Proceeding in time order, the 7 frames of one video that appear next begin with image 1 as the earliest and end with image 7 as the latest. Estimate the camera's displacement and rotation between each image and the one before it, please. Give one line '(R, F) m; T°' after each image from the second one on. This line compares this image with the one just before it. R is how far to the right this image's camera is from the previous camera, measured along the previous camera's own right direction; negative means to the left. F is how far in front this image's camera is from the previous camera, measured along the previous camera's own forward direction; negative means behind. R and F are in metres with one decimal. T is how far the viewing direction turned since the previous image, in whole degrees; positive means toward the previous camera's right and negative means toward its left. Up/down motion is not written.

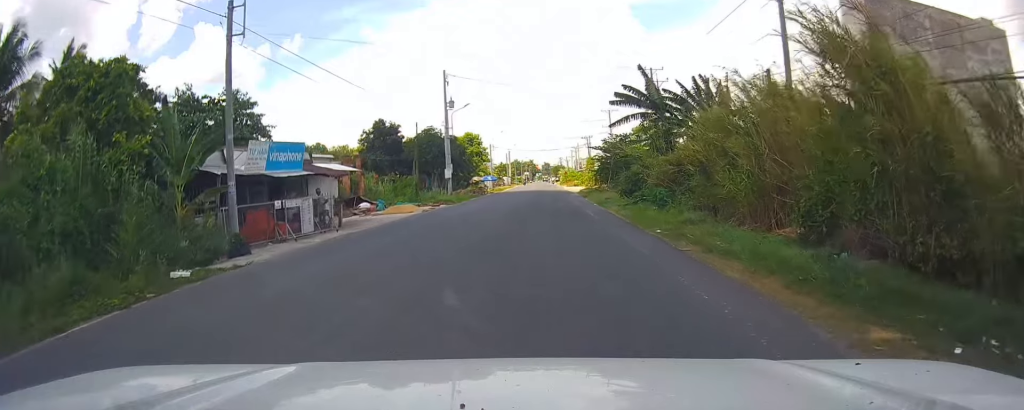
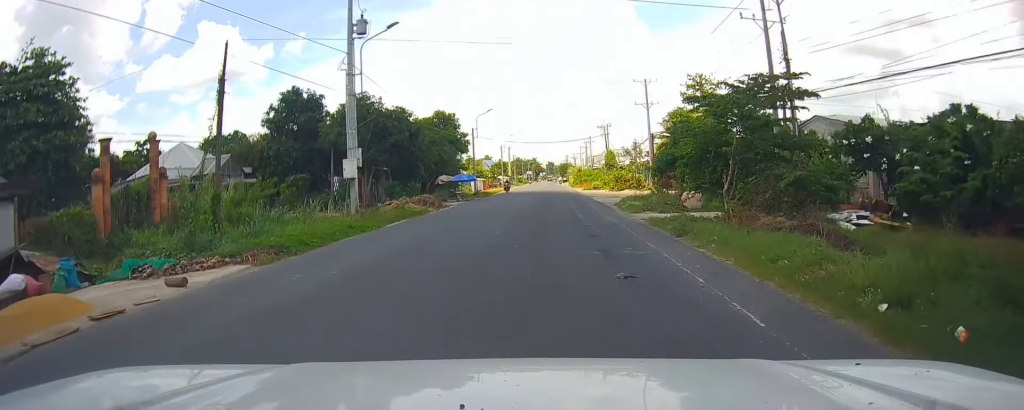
(-0.2, +30.5) m; 0°
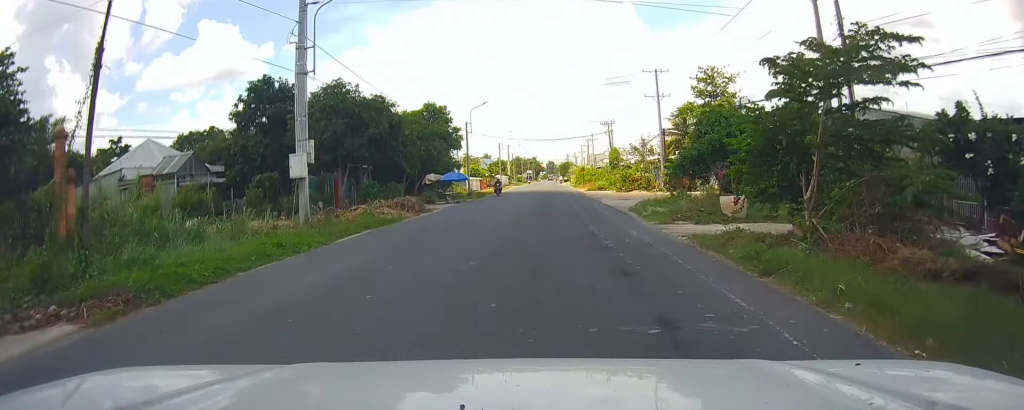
(-0.2, +5.8) m; -1°
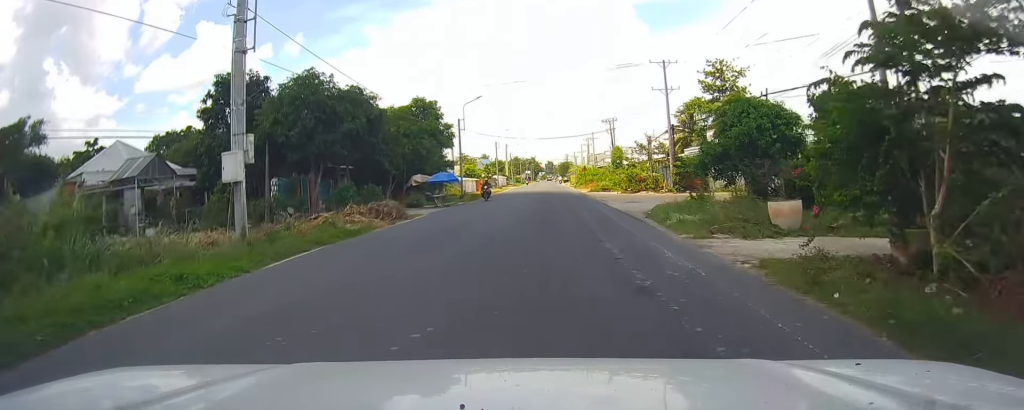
(-0.1, +5.0) m; -1°
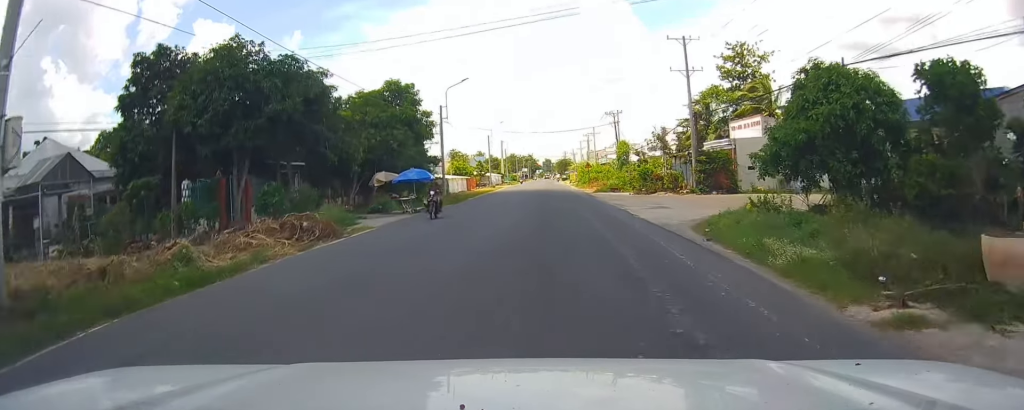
(+0.1, +8.8) m; +1°
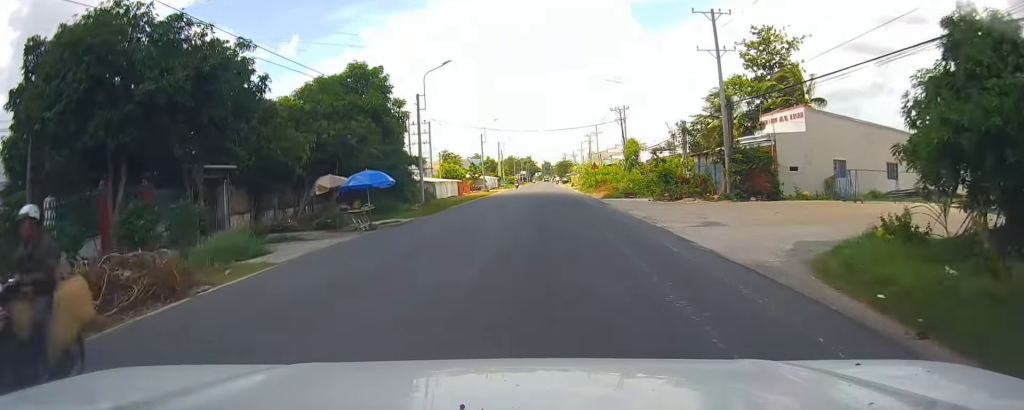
(+0.1, +8.6) m; +1°
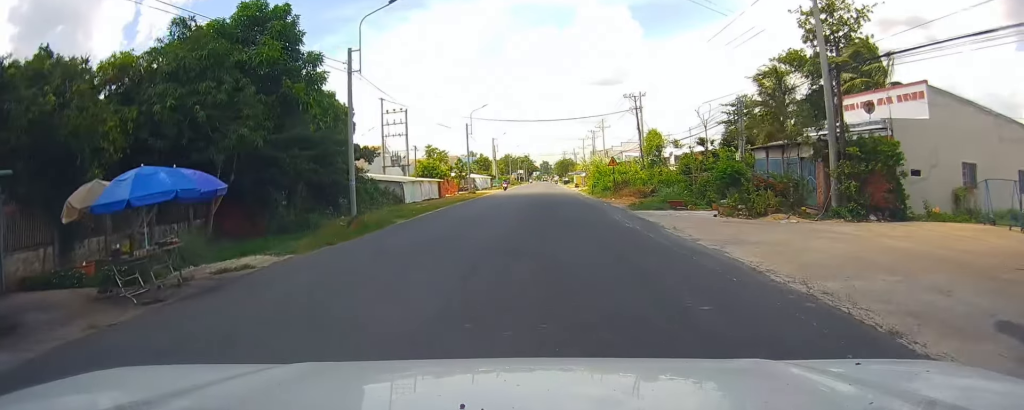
(-0.1, +14.7) m; -1°
